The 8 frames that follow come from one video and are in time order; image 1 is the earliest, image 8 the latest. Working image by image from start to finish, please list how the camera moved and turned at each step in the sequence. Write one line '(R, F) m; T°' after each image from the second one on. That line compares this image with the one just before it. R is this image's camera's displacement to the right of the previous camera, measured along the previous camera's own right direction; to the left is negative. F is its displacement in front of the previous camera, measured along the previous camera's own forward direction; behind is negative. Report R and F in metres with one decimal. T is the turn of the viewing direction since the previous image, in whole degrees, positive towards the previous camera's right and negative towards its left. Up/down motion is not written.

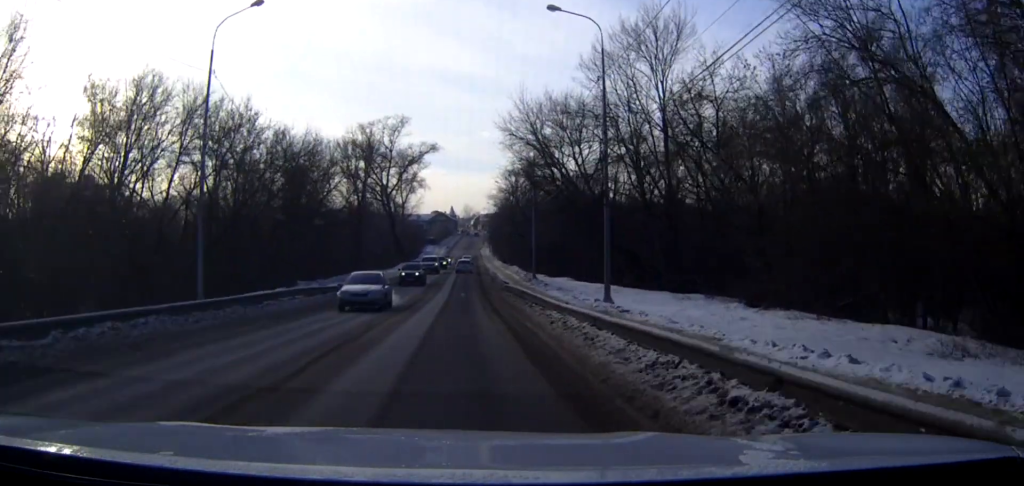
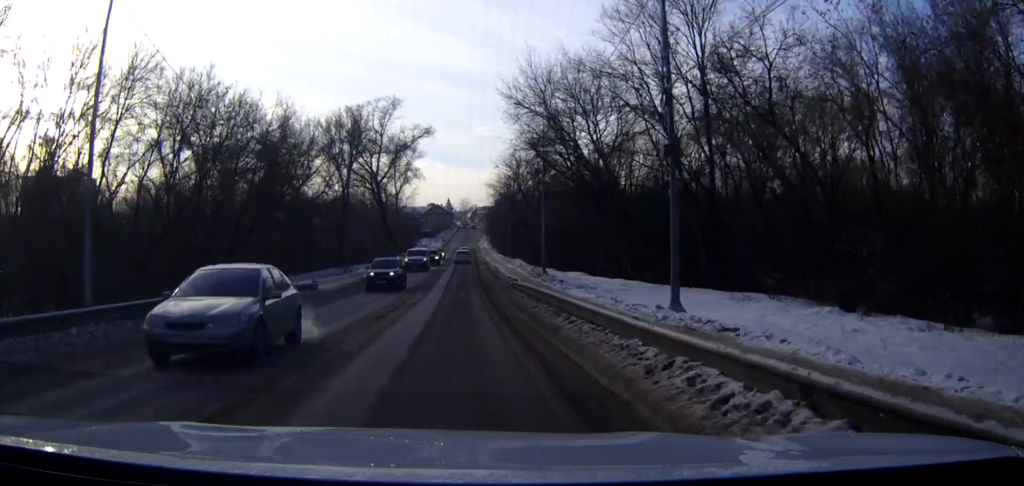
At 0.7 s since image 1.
(0.0, +8.2) m; 0°
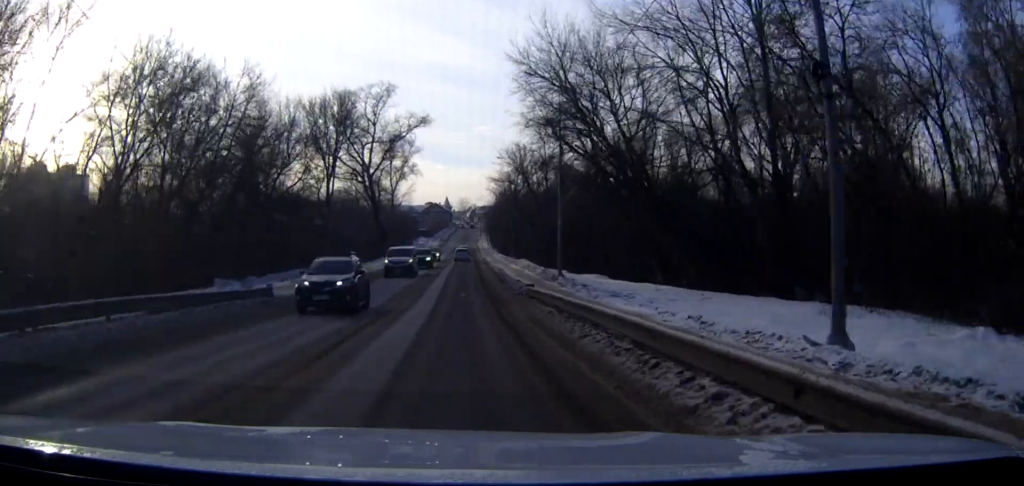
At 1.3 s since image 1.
(0.0, +7.6) m; 0°
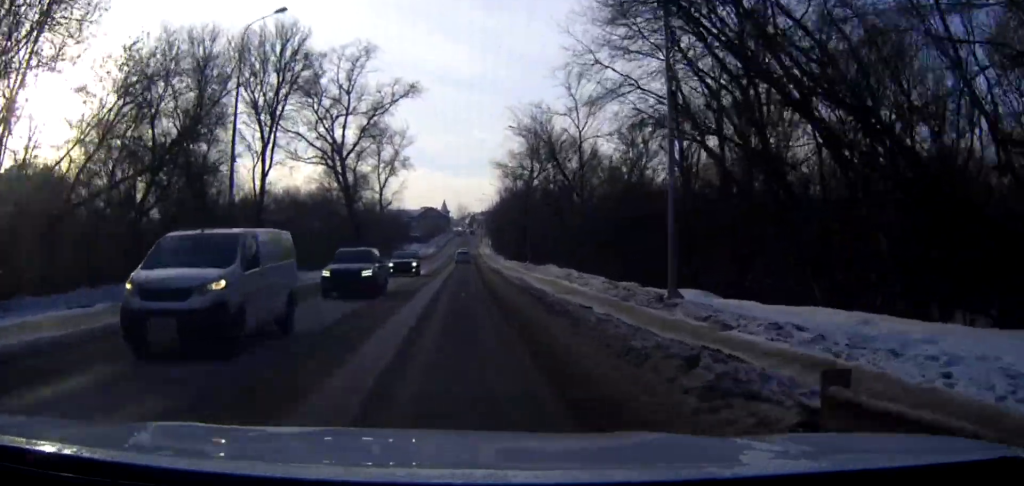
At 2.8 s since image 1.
(0.0, +19.8) m; 0°
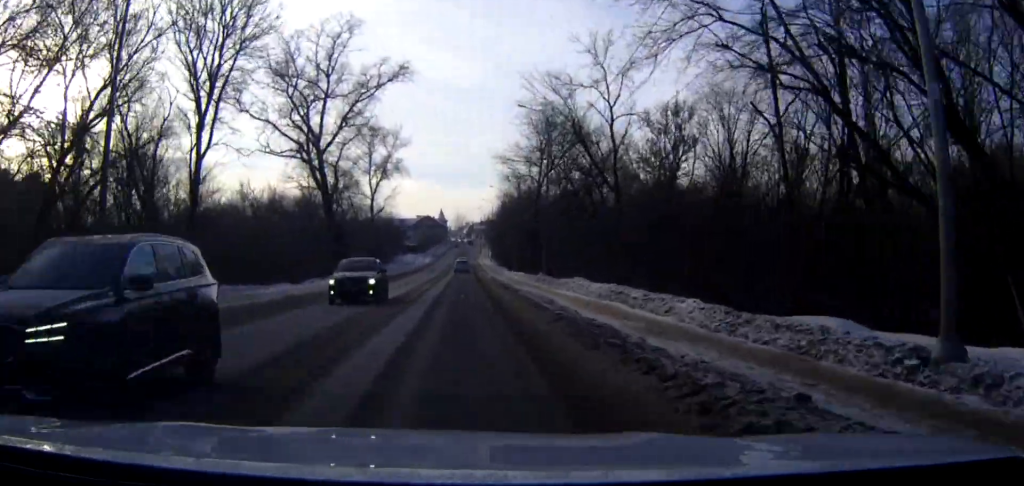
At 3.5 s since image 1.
(0.0, +10.6) m; 0°
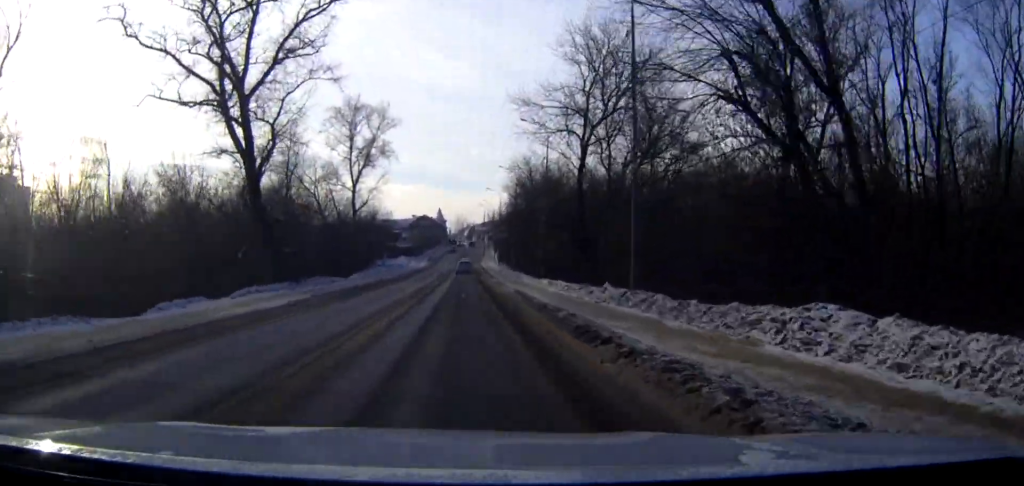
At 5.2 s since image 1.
(0.0, +23.3) m; 0°
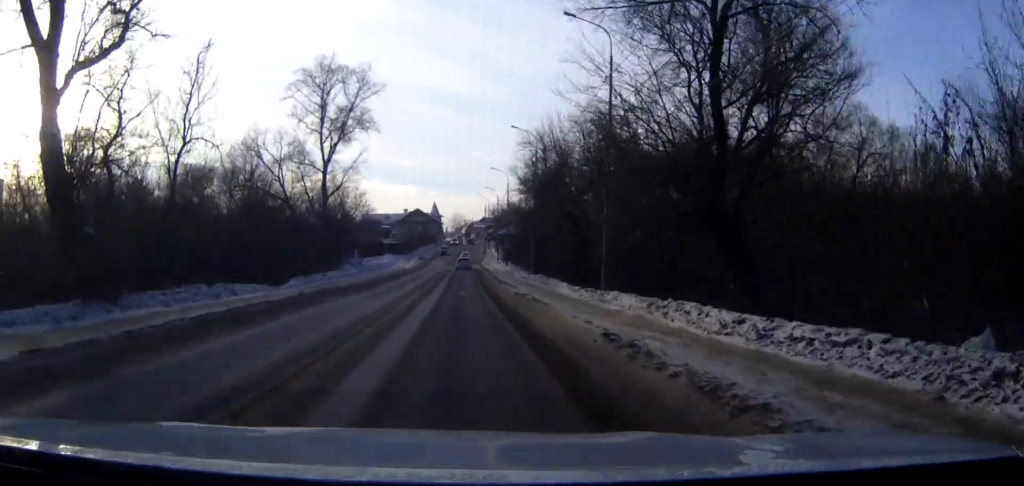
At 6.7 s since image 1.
(0.0, +21.7) m; 0°
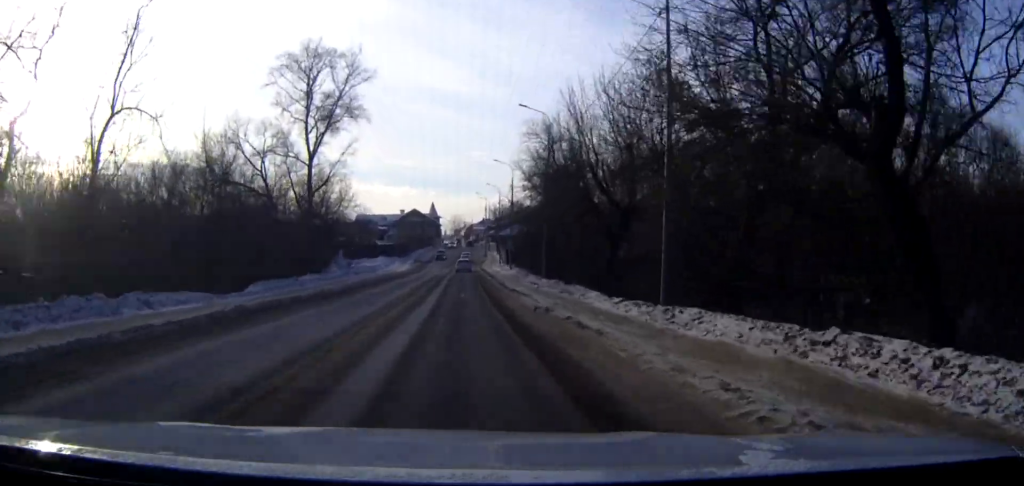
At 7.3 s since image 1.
(0.0, +8.0) m; 0°
